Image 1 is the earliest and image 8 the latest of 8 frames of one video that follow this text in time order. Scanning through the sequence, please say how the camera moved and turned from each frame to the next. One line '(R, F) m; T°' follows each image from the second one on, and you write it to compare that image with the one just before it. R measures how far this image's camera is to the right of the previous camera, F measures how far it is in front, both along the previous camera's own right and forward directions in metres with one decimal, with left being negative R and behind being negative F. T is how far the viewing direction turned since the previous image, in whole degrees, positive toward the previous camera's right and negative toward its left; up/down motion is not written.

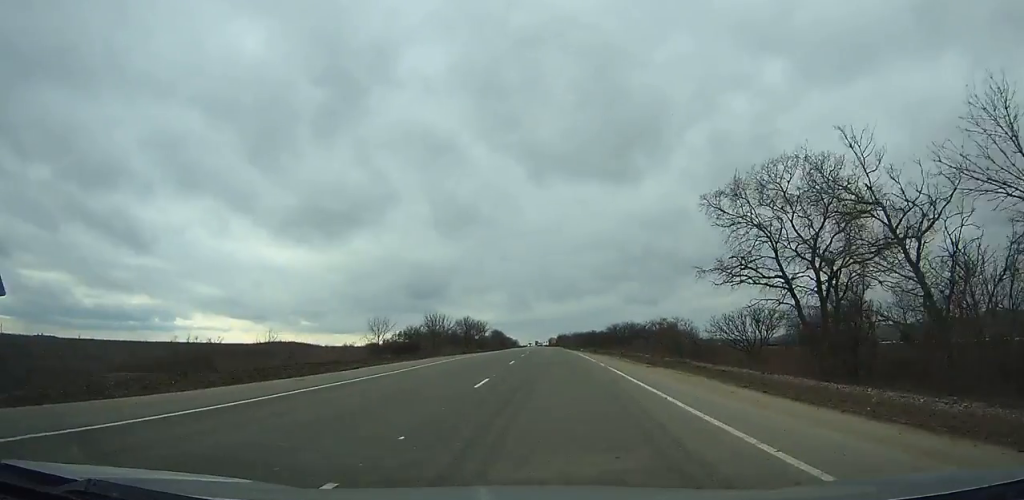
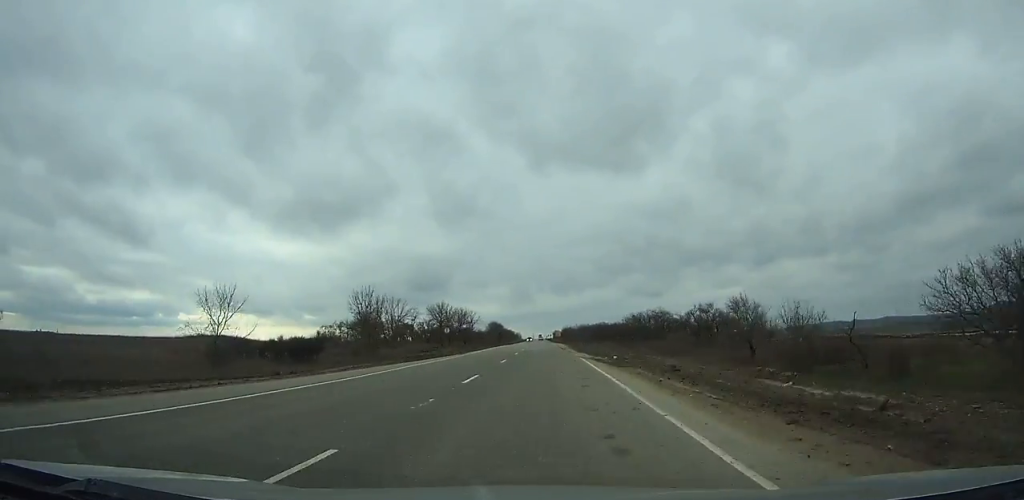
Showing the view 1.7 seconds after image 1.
(-0.1, +34.4) m; -1°
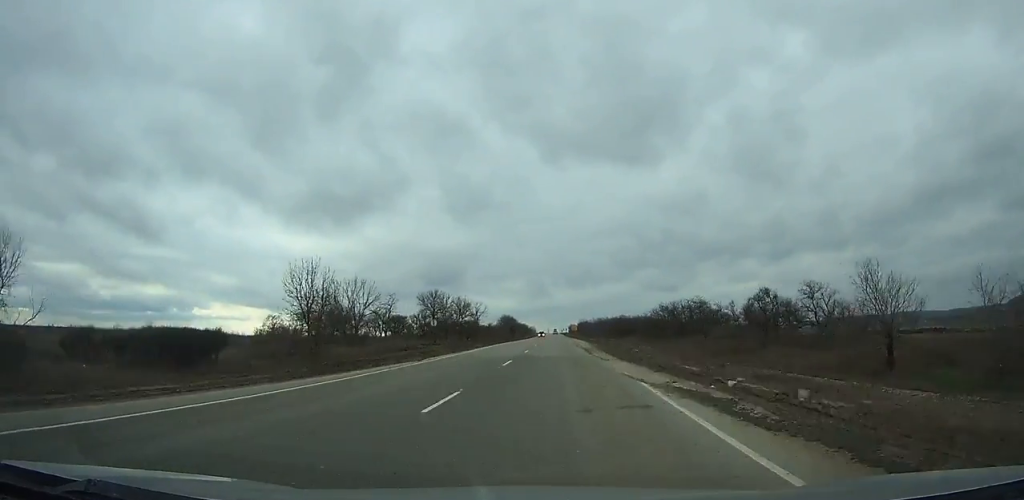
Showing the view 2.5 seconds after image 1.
(0.0, +18.0) m; 0°
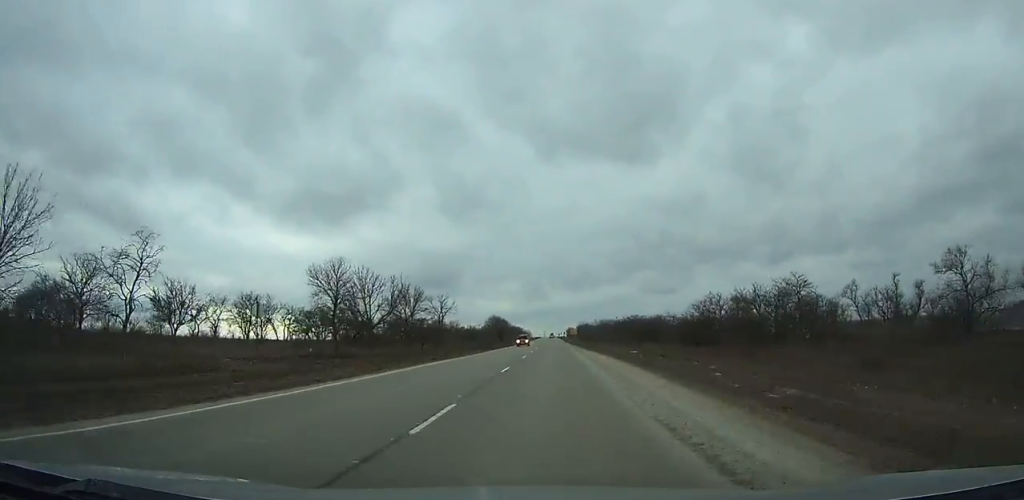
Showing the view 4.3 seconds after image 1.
(-0.2, +37.7) m; 0°
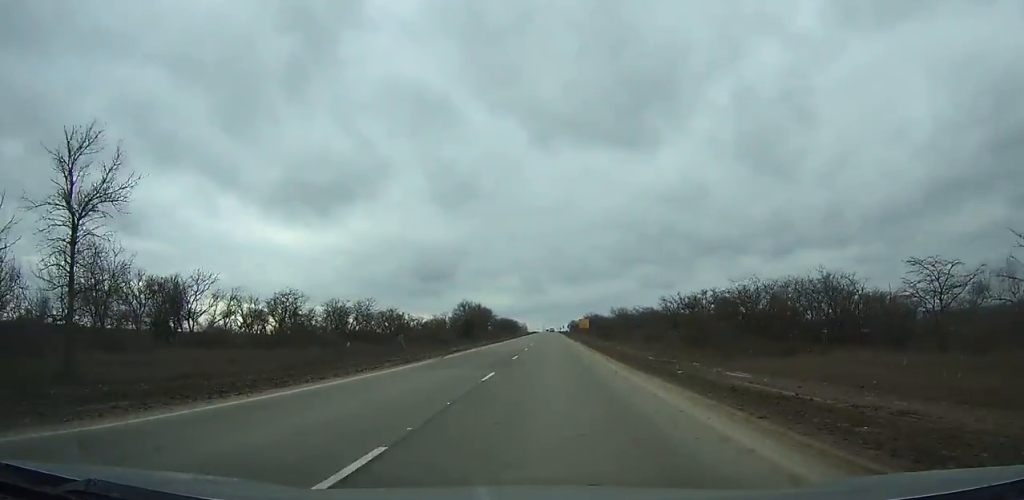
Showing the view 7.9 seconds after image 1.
(-0.3, +75.5) m; 0°
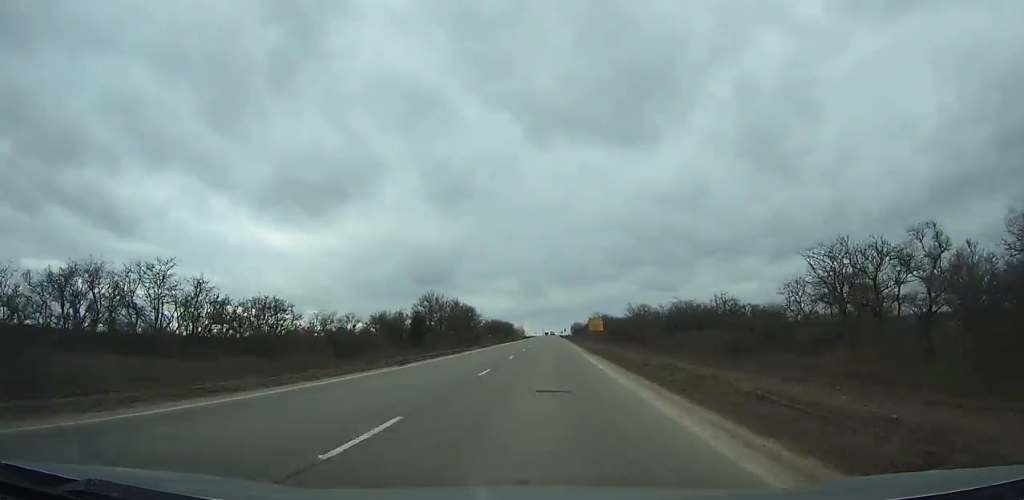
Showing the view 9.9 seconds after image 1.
(+0.2, +45.3) m; 0°
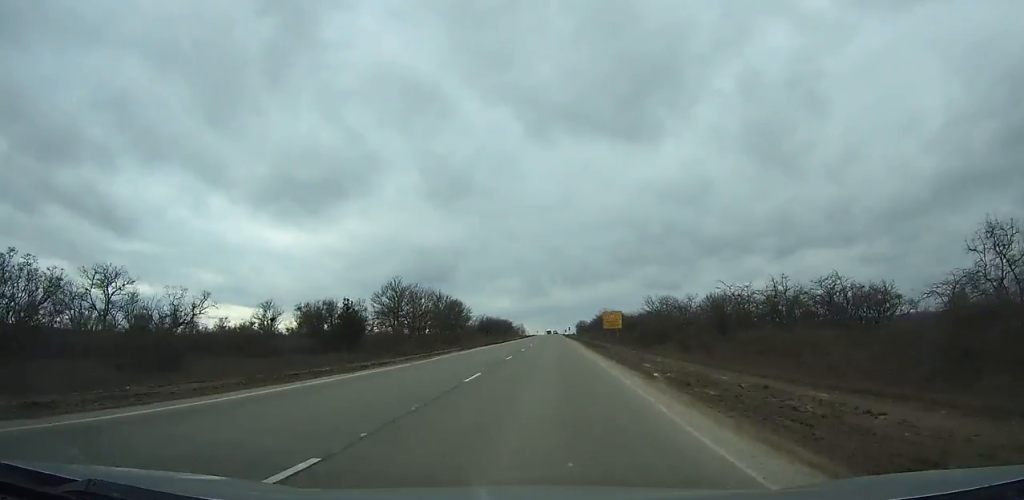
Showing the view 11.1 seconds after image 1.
(0.0, +26.7) m; 0°
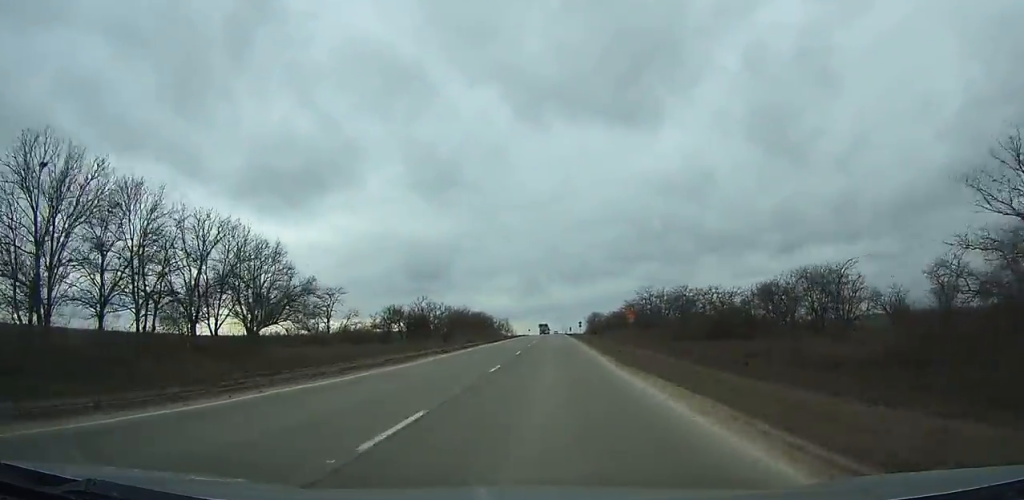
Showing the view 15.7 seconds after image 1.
(-0.4, +103.1) m; 0°
